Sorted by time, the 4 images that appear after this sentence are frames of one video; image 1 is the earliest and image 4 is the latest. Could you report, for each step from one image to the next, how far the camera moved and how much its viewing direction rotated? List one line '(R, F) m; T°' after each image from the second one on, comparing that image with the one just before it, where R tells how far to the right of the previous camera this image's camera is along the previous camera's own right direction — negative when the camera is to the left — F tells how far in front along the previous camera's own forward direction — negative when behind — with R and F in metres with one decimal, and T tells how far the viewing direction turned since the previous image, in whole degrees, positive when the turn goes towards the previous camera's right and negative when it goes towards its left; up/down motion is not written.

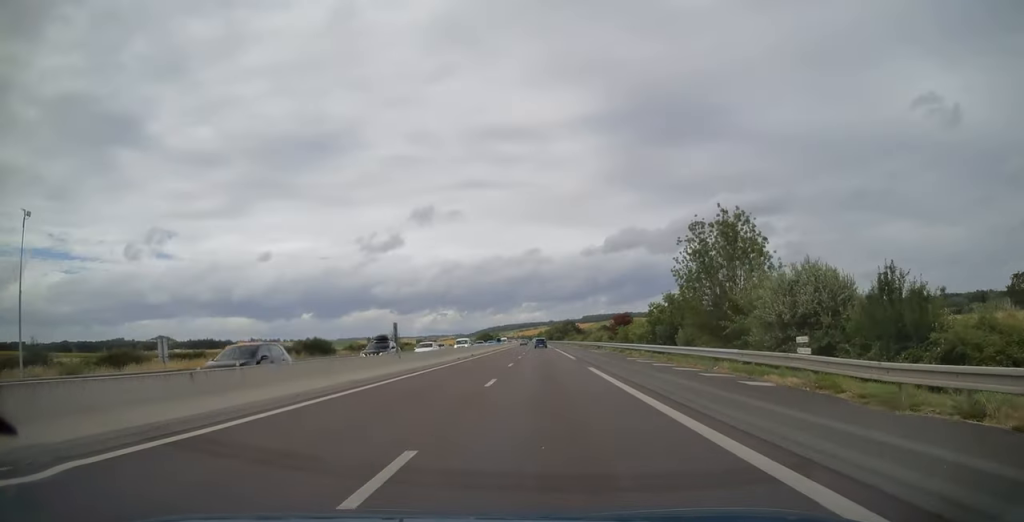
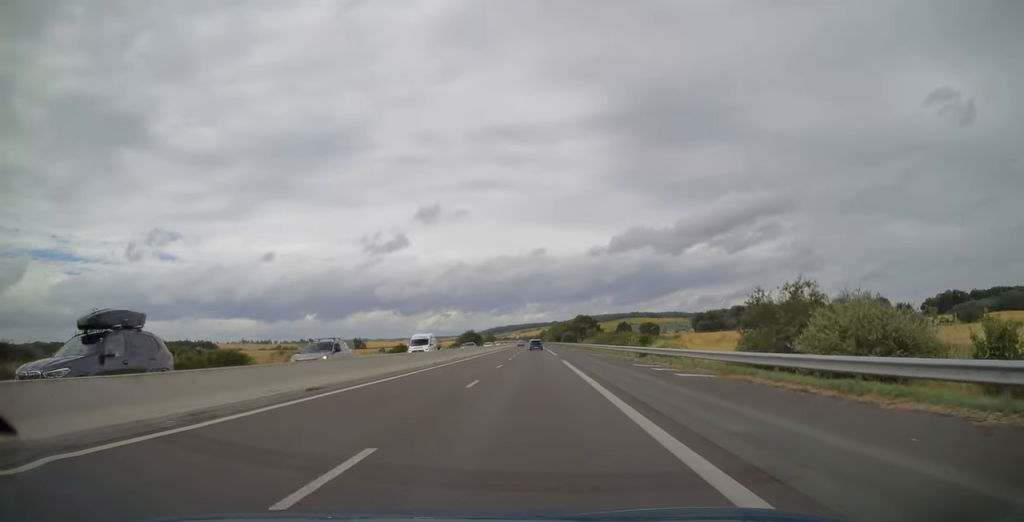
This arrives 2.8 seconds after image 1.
(0.0, +91.0) m; 0°
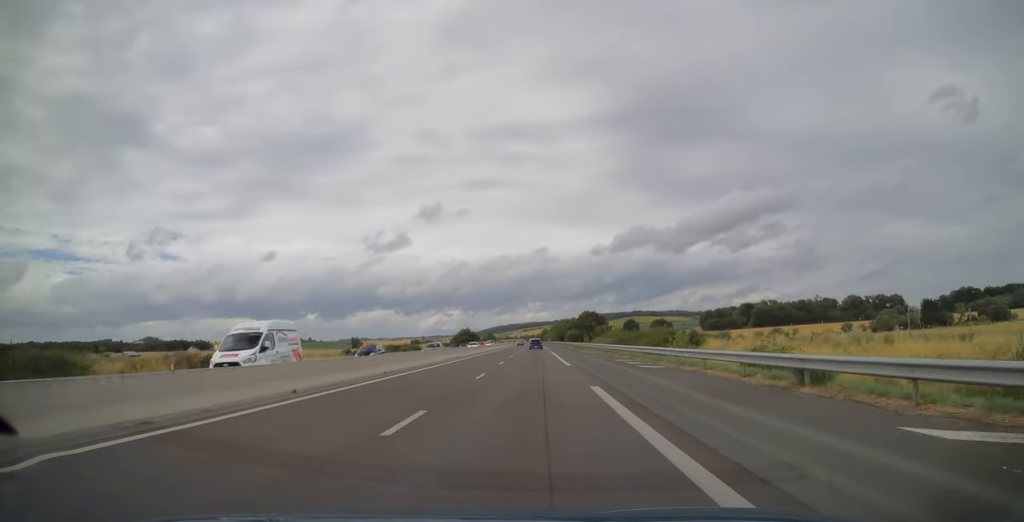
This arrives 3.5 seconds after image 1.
(0.0, +22.2) m; 0°
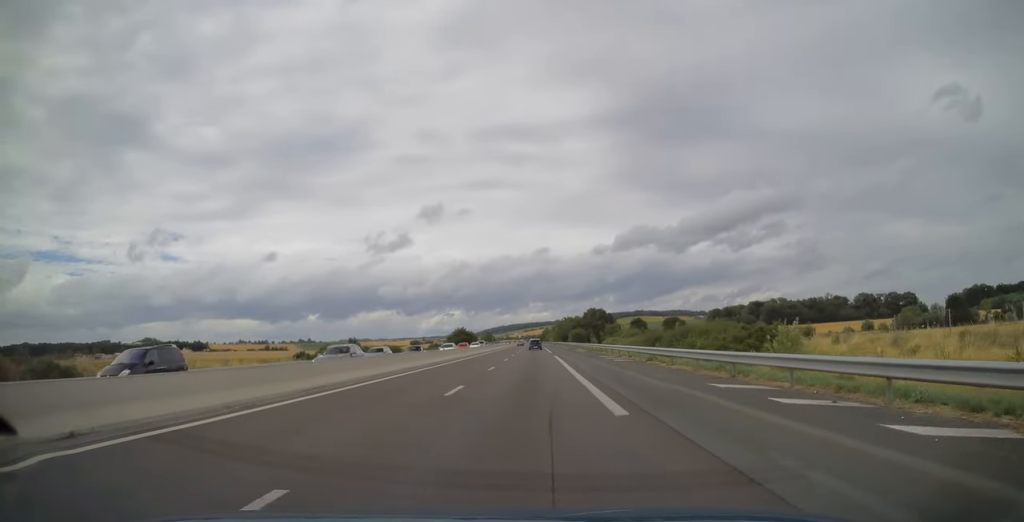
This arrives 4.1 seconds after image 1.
(0.0, +19.4) m; 0°
